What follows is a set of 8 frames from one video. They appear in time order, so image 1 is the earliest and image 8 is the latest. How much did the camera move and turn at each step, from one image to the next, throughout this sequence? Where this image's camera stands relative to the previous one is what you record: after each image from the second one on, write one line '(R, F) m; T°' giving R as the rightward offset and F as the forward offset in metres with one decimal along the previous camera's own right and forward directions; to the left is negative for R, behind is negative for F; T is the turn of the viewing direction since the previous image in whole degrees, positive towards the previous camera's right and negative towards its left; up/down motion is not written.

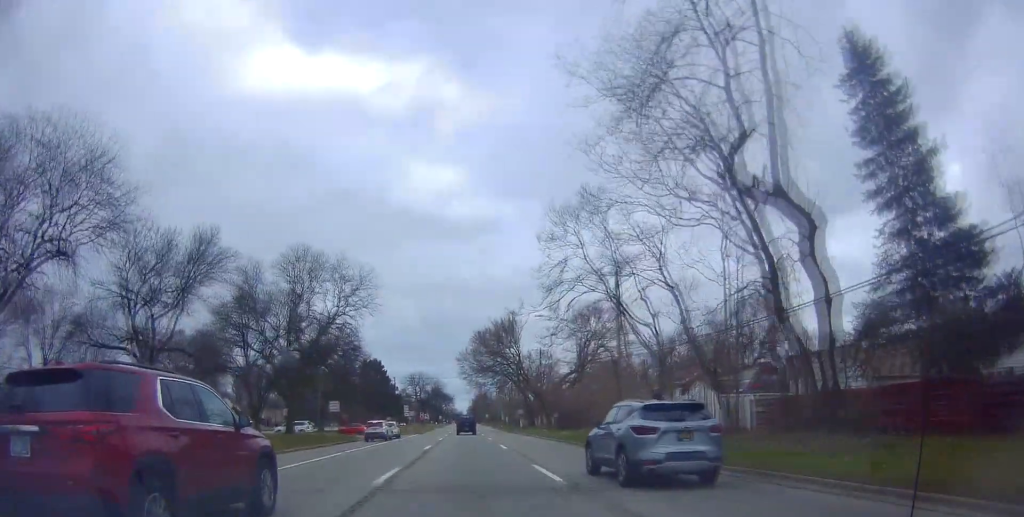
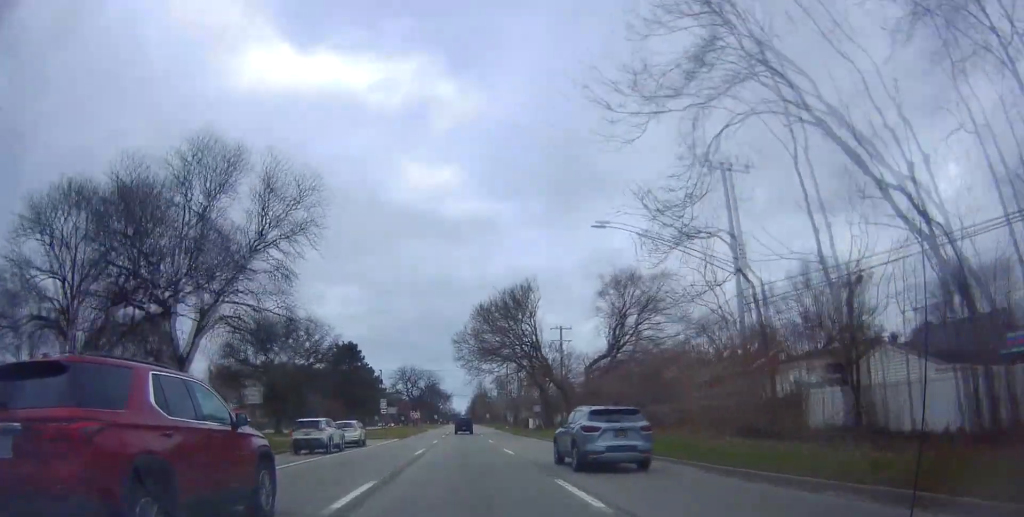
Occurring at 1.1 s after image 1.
(+1.0, +19.2) m; +3°
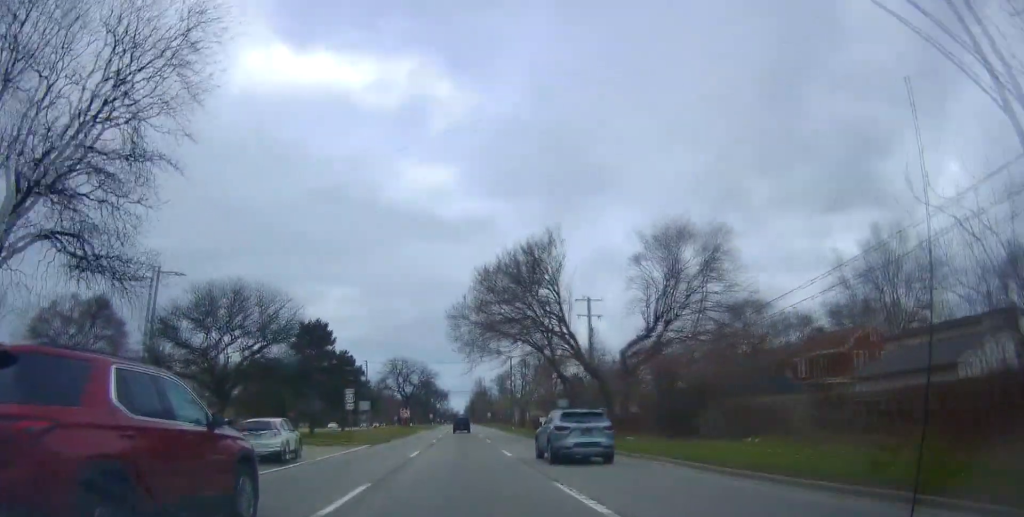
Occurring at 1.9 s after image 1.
(+0.5, +15.5) m; -2°
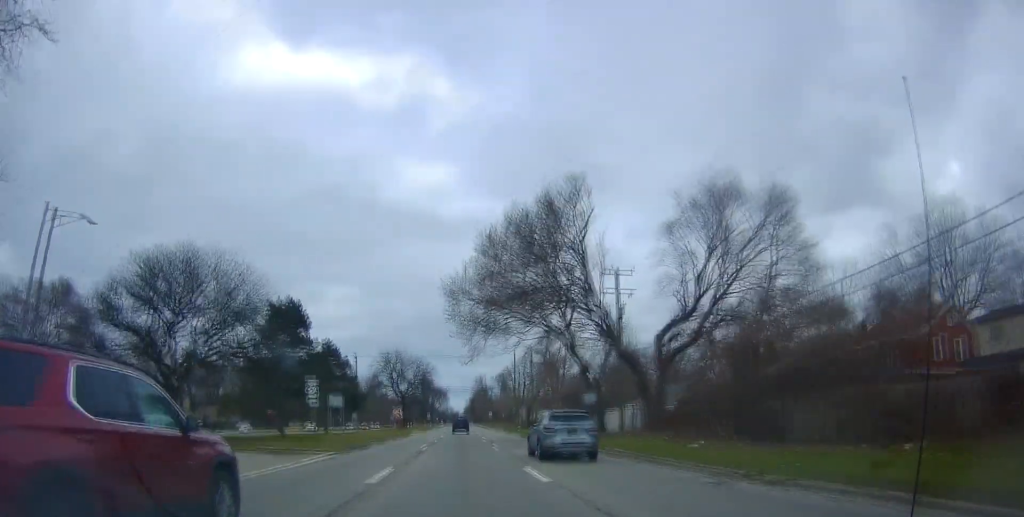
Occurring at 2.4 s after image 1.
(-0.8, +9.7) m; -1°
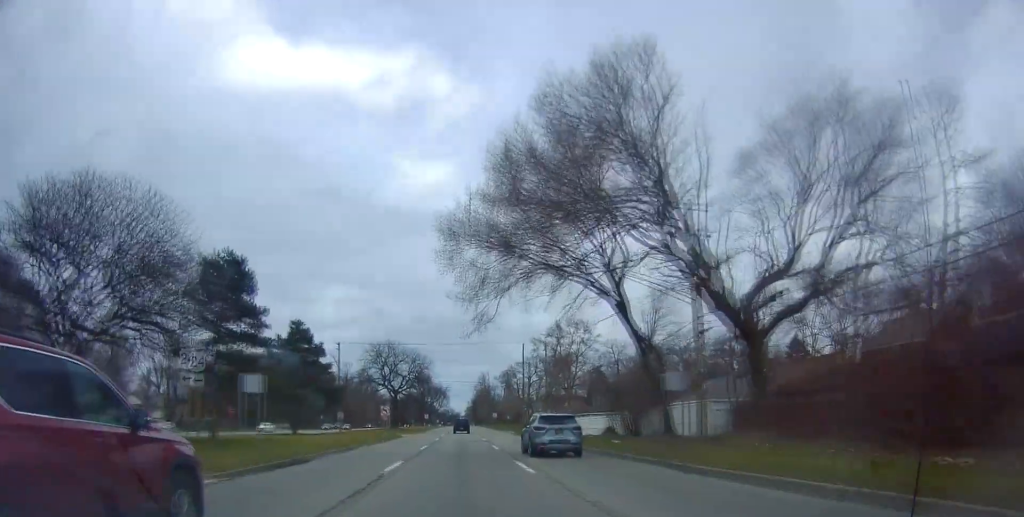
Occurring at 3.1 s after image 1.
(-0.3, +13.8) m; 0°
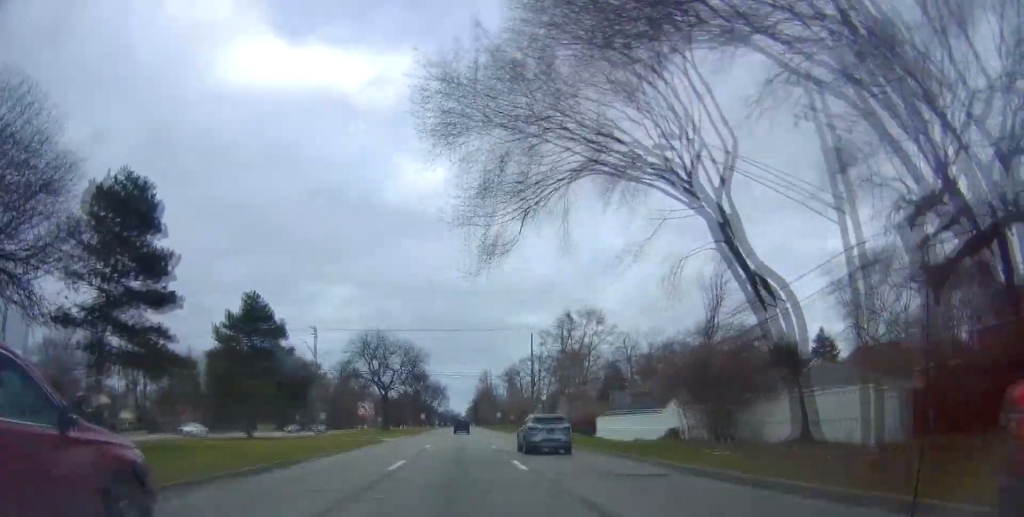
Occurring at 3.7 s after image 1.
(+0.3, +12.7) m; +2°
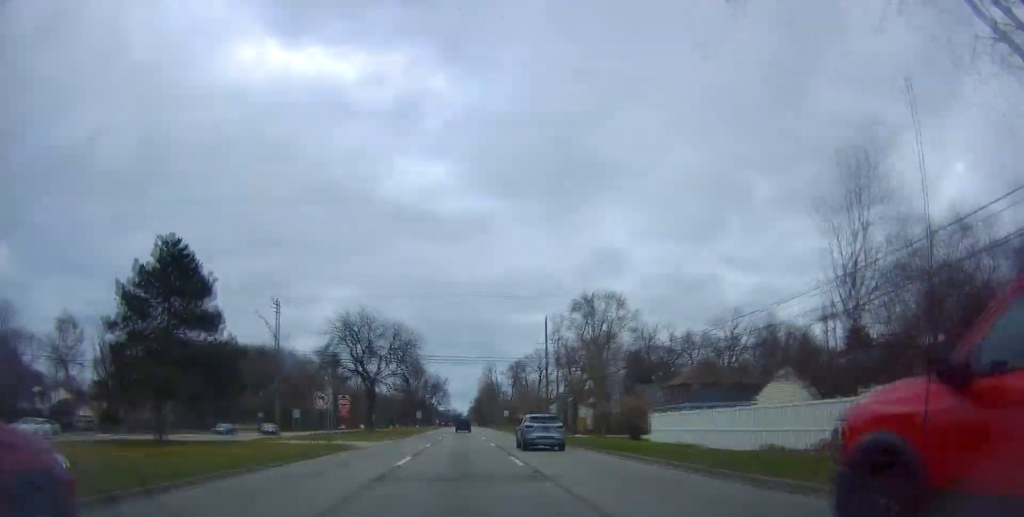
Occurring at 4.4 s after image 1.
(0.0, +14.2) m; -1°
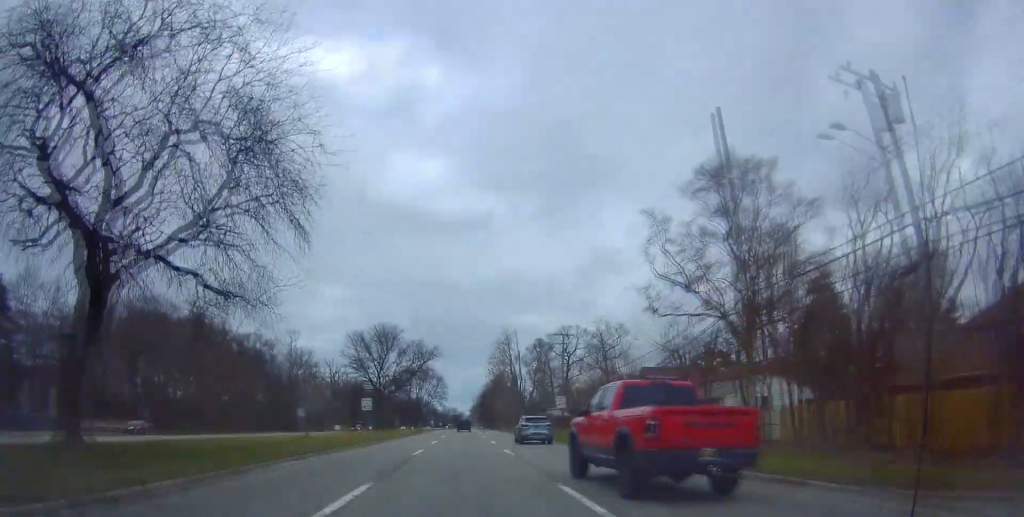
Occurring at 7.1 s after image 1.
(-0.1, +55.7) m; 0°
